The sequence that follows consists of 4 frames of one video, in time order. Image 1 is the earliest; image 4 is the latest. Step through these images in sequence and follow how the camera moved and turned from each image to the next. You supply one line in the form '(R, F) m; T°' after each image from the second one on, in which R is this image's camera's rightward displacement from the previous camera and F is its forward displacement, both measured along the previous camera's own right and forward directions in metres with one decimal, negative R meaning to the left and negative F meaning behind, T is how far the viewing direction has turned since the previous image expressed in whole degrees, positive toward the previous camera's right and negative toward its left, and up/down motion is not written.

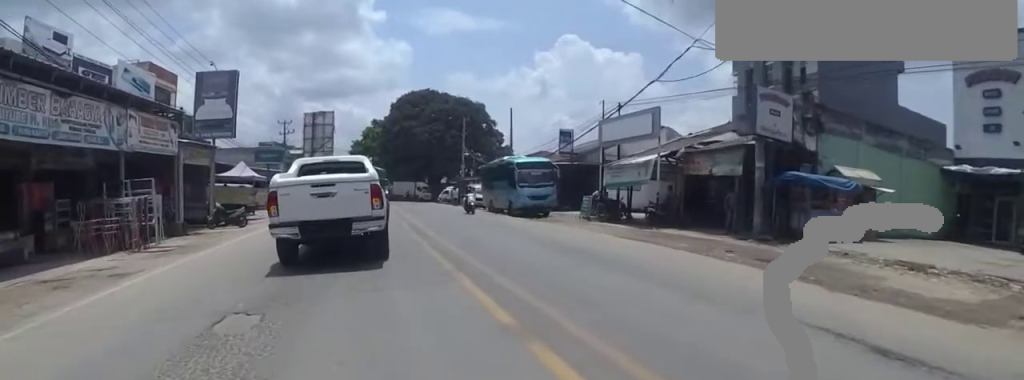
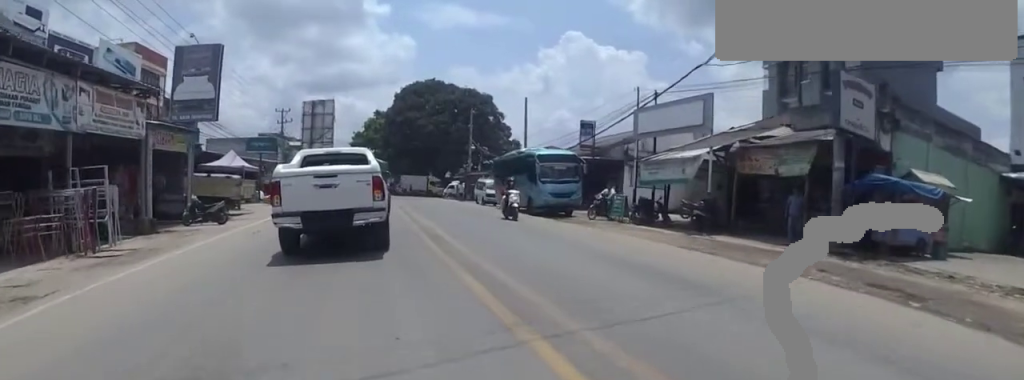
(0.0, +2.5) m; 0°
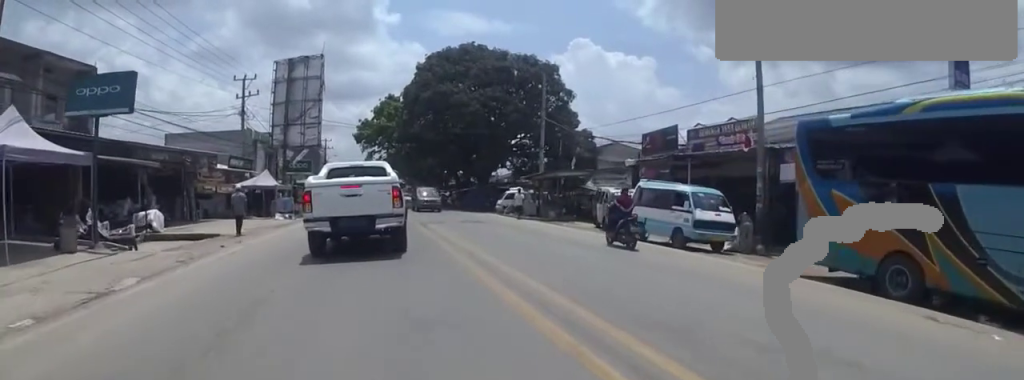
(0.0, +19.4) m; 0°
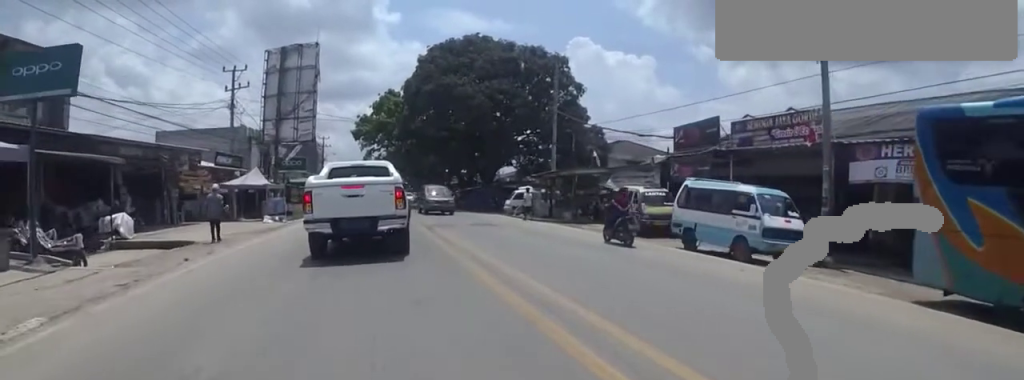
(0.0, +2.6) m; 0°
